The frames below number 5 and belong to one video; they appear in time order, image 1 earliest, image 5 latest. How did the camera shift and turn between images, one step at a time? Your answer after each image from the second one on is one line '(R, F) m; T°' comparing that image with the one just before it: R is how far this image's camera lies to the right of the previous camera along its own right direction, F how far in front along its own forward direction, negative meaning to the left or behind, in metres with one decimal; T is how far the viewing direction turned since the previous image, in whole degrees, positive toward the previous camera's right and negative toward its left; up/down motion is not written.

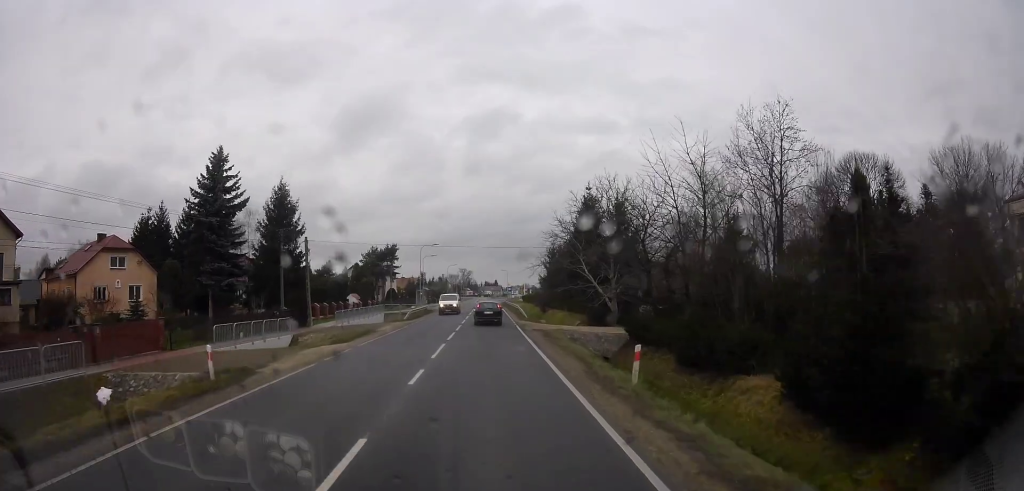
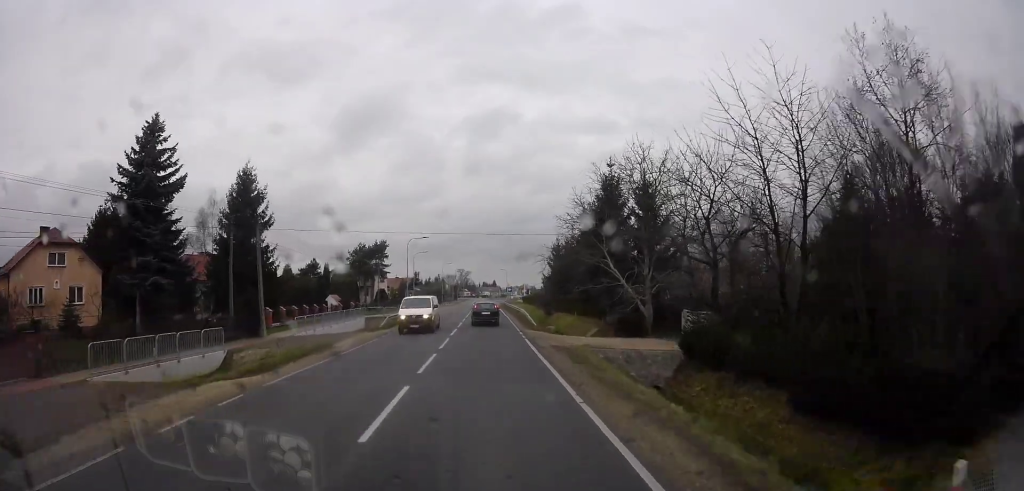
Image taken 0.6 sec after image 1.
(+0.8, +8.4) m; 0°
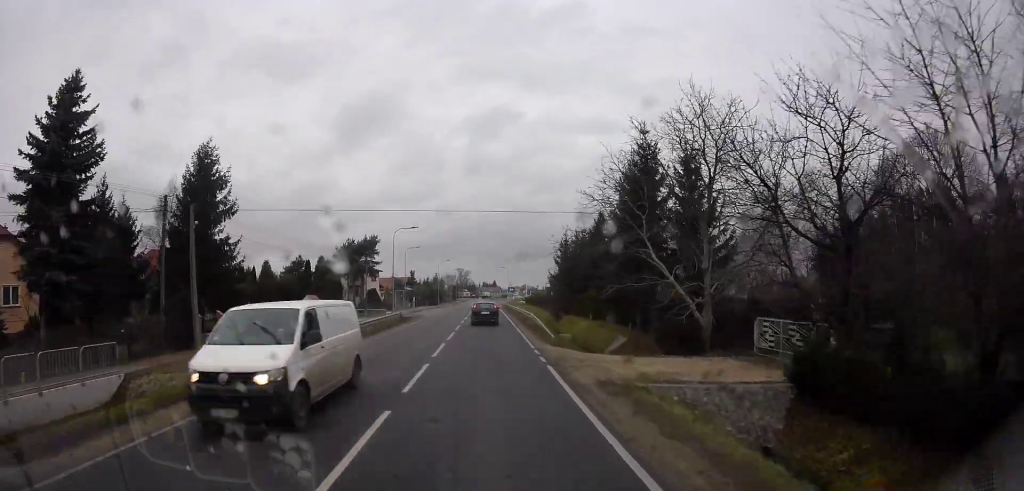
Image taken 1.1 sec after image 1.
(+0.1, +8.1) m; -1°
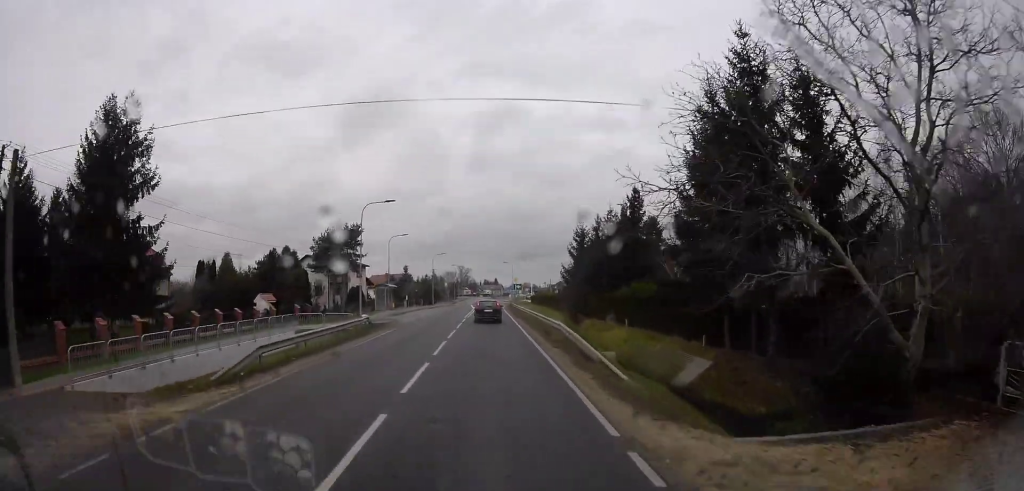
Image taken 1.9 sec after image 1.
(-1.0, +12.5) m; -4°
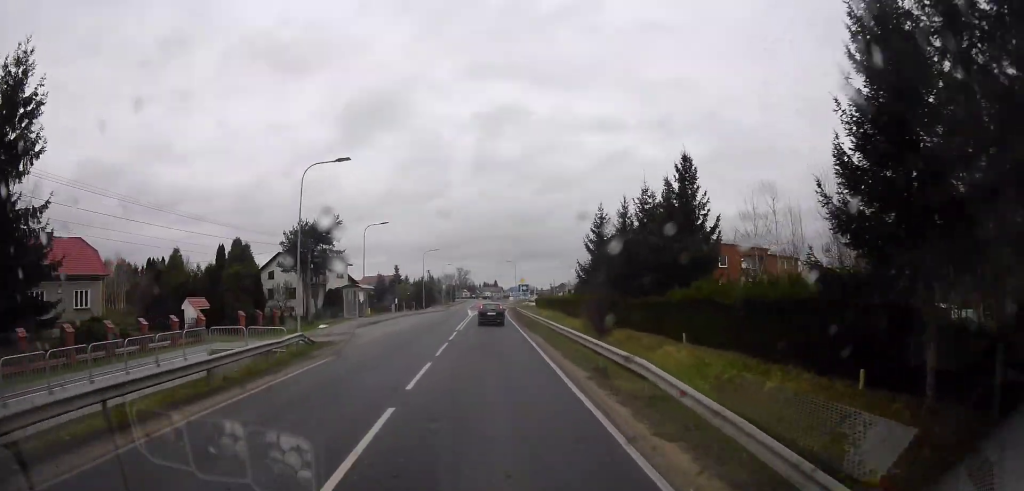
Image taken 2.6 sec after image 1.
(-0.1, +11.2) m; +4°
